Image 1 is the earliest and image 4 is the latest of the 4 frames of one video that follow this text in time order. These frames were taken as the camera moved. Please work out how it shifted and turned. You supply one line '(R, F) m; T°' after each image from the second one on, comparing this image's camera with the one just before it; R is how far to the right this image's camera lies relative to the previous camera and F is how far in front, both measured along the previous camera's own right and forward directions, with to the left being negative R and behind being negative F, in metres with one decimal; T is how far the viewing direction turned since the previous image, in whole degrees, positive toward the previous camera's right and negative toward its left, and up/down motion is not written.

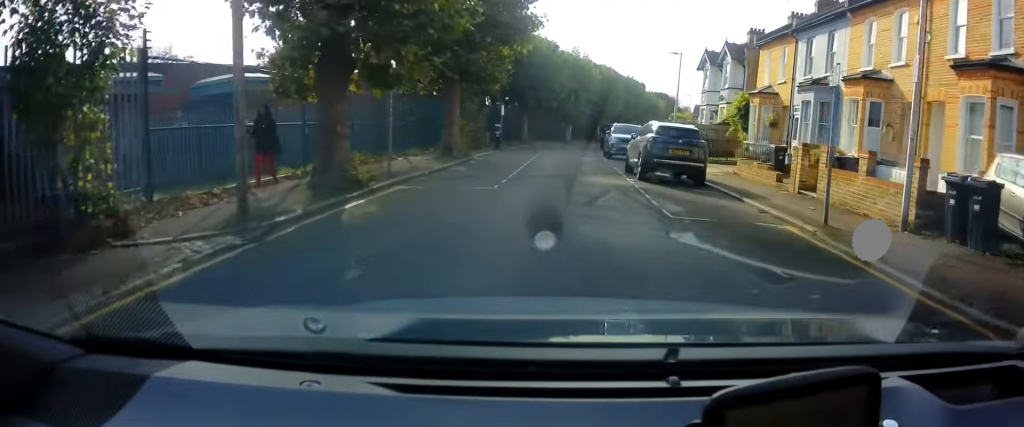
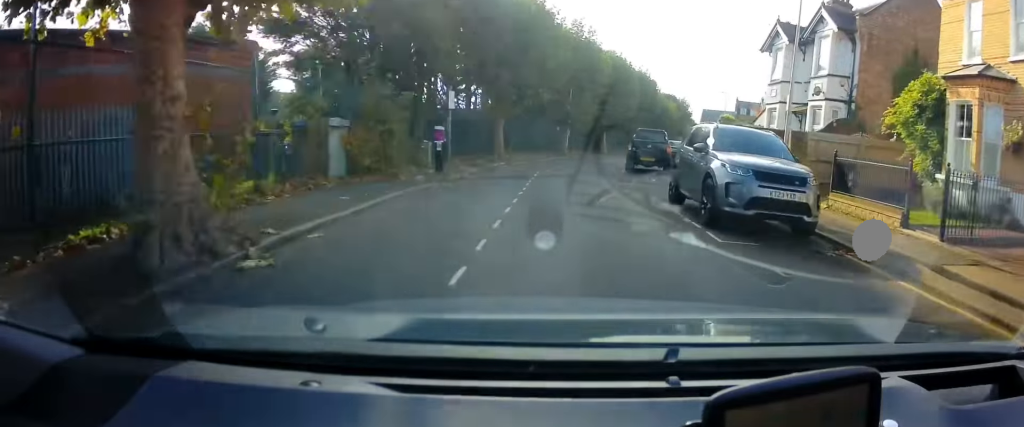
(+1.0, +16.7) m; +4°
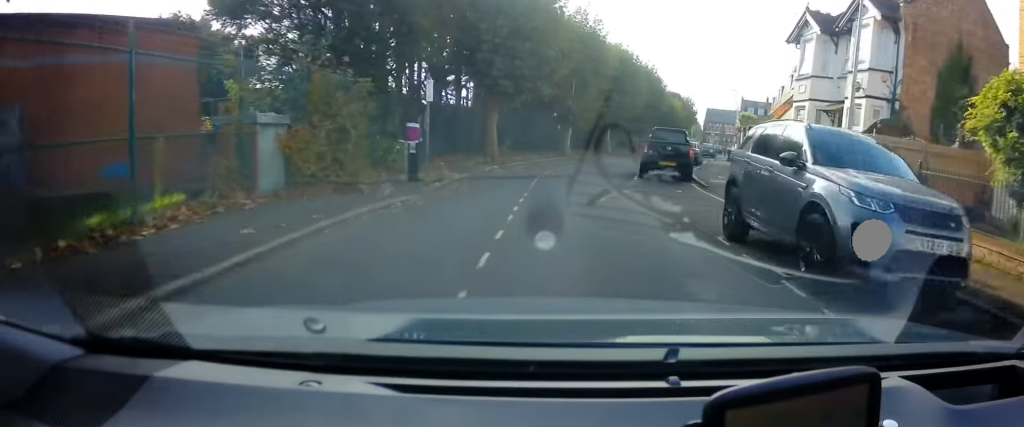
(0.0, +3.6) m; -1°
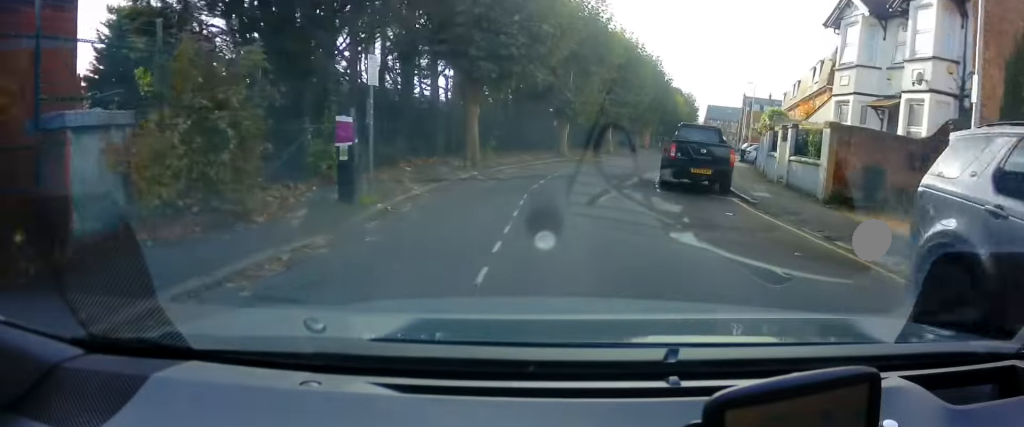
(-0.2, +4.7) m; 0°
